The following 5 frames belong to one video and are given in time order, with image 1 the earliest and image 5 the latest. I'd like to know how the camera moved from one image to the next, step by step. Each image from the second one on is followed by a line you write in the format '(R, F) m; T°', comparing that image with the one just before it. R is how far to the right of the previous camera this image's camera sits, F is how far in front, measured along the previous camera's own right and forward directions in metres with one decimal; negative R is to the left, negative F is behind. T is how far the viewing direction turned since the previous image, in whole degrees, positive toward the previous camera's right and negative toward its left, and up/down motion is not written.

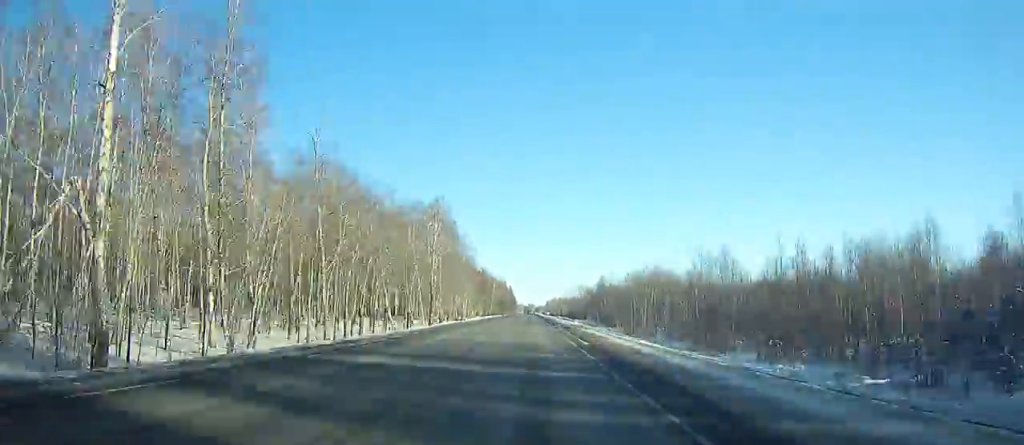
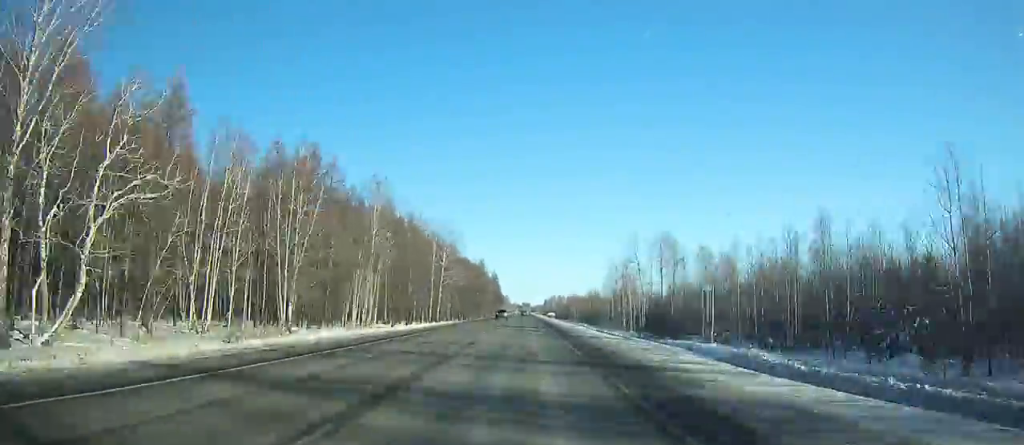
(+0.4, +135.1) m; 0°
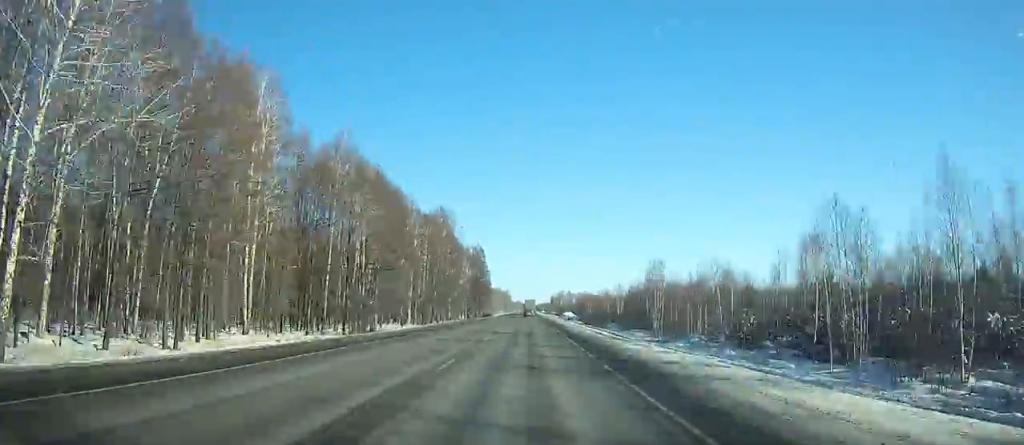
(+0.1, +95.4) m; 0°
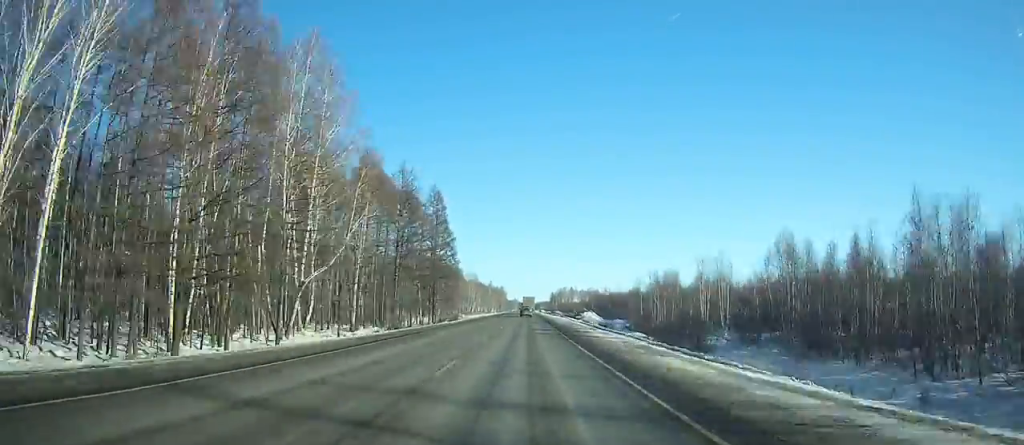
(-0.1, +70.2) m; 0°
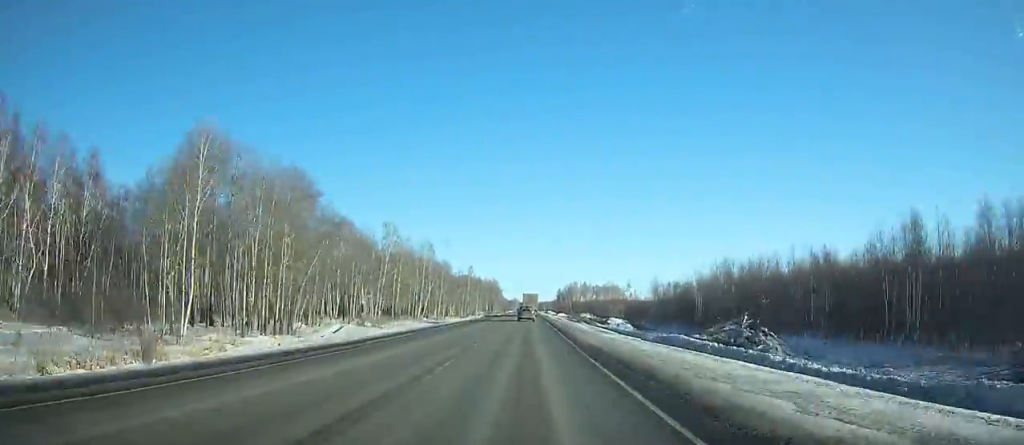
(+0.1, +118.4) m; 0°
